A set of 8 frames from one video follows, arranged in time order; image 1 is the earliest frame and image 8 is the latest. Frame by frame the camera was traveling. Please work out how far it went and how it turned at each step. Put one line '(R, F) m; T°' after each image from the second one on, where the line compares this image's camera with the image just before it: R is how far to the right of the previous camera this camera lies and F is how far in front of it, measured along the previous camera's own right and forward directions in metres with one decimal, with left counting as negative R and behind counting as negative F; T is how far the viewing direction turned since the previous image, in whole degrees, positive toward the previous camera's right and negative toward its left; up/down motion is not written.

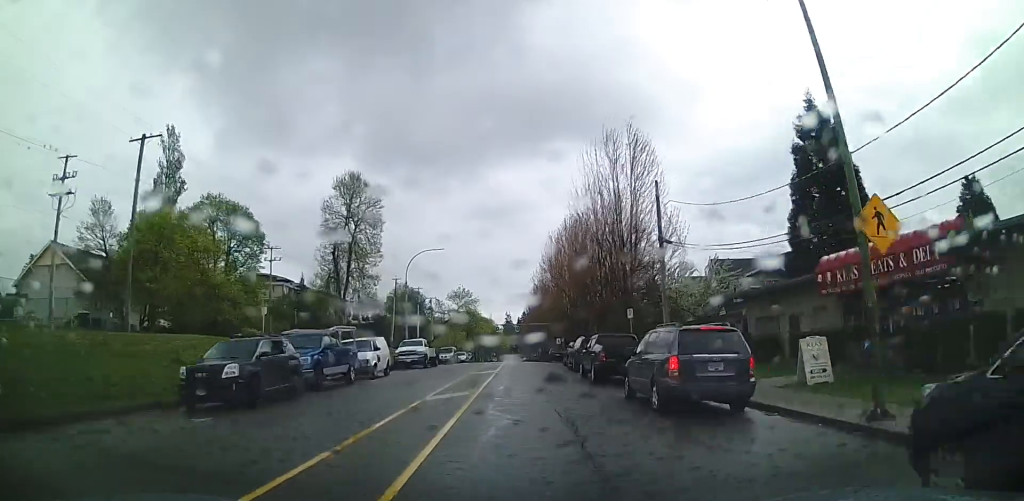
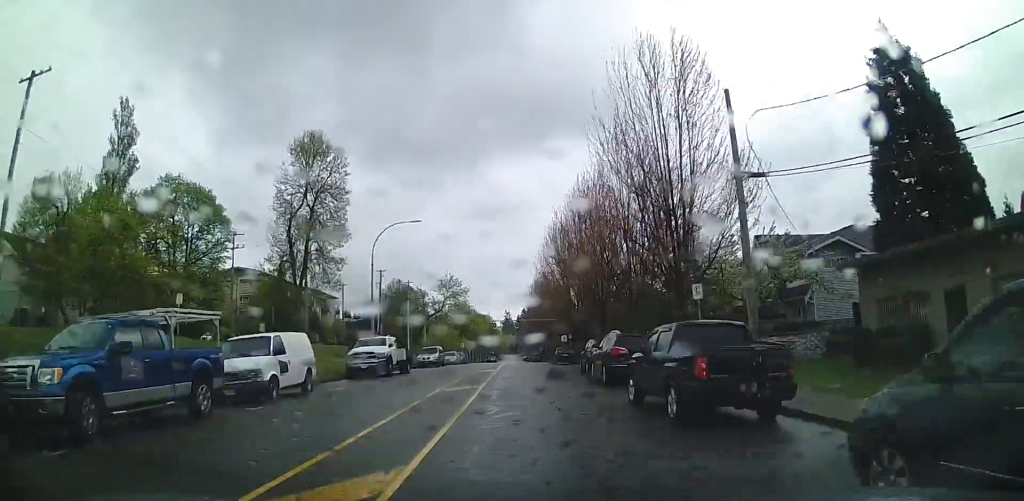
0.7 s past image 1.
(-0.3, +10.9) m; -1°
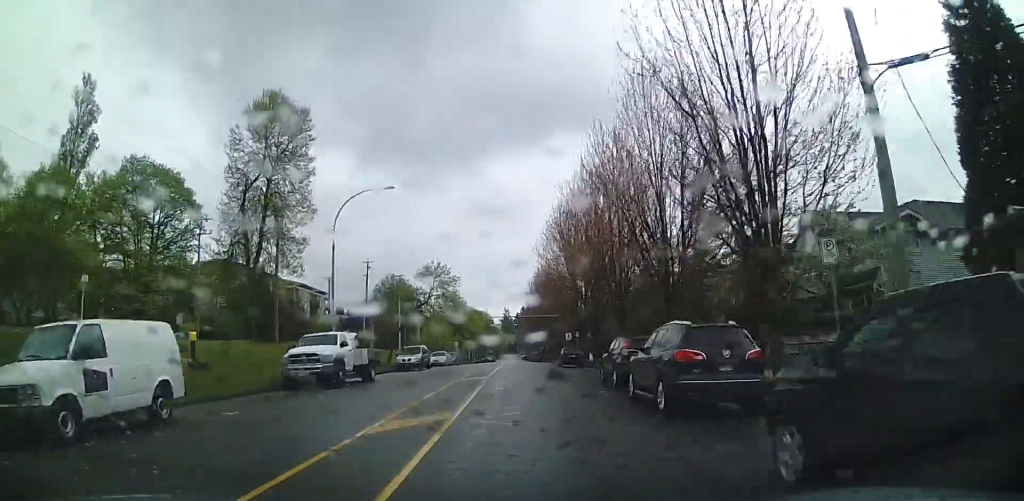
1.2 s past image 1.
(0.0, +7.9) m; -1°
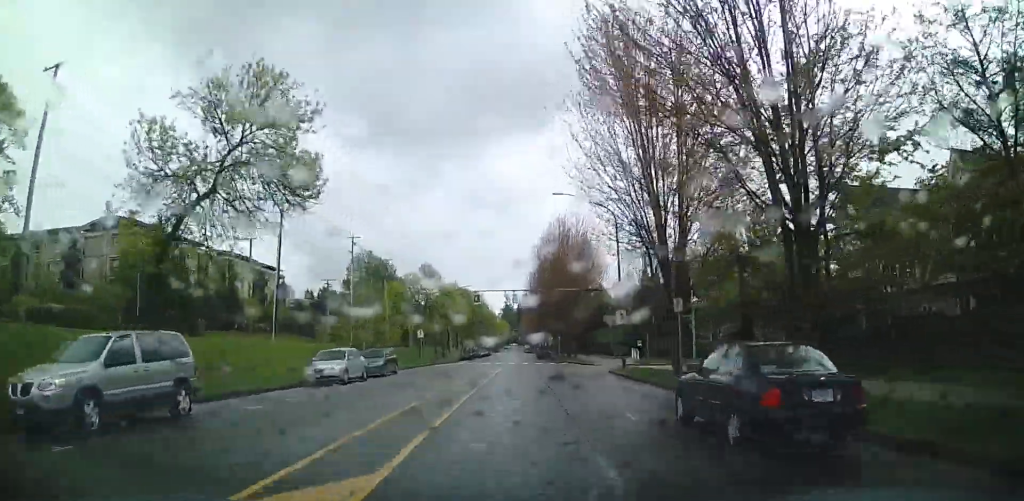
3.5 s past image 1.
(-0.4, +33.4) m; -1°
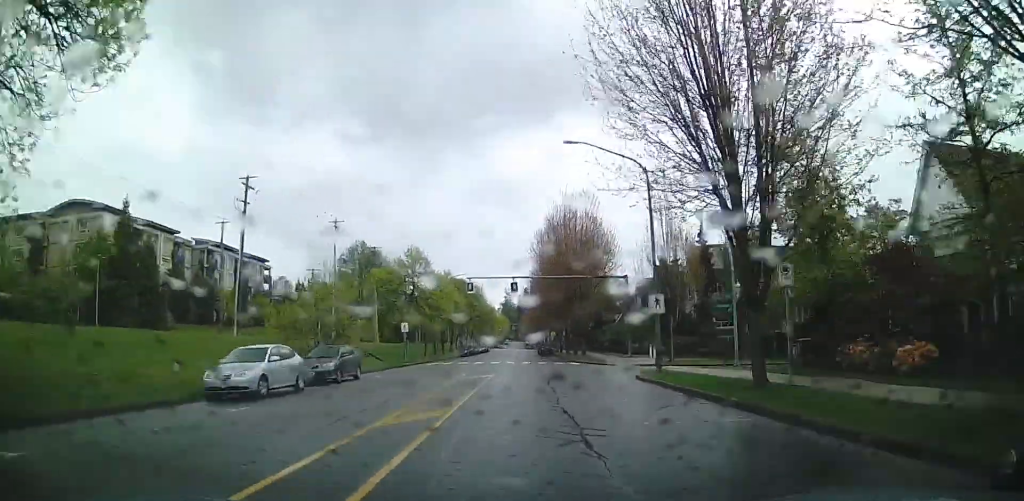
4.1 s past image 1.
(0.0, +8.1) m; 0°
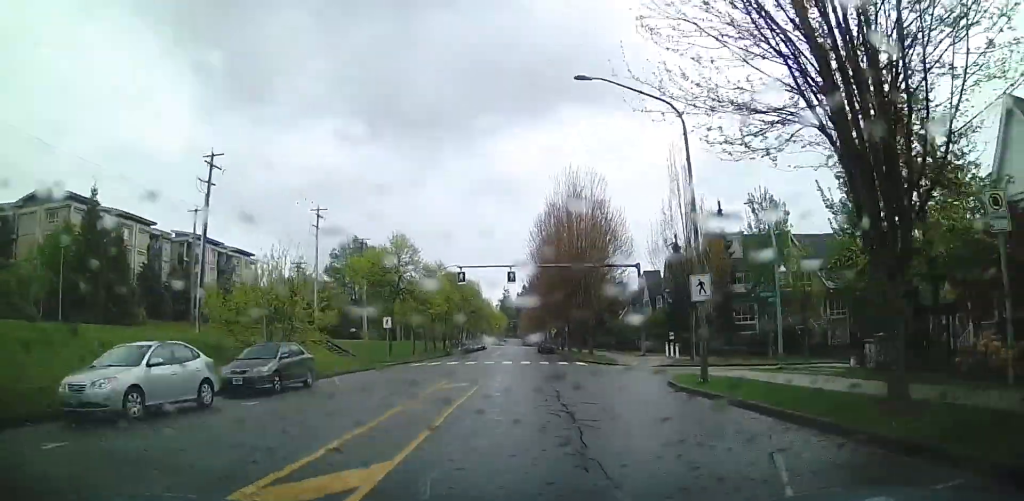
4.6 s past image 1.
(-0.3, +6.0) m; 0°
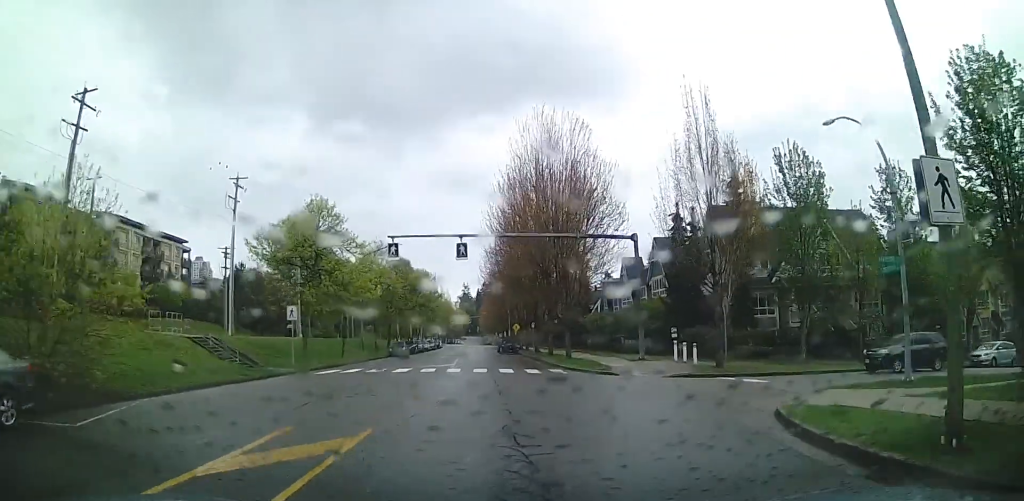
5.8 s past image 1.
(+0.4, +12.5) m; +1°
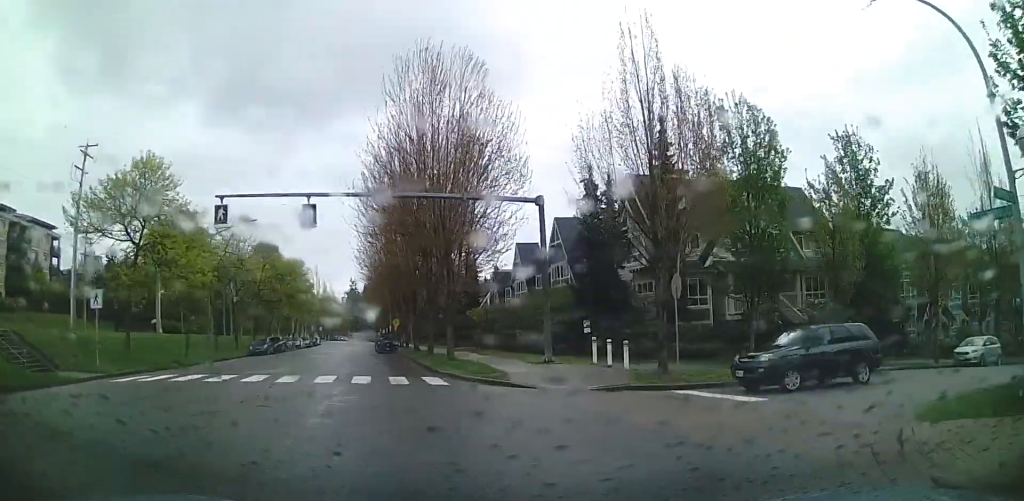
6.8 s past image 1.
(-0.4, +9.8) m; 0°
